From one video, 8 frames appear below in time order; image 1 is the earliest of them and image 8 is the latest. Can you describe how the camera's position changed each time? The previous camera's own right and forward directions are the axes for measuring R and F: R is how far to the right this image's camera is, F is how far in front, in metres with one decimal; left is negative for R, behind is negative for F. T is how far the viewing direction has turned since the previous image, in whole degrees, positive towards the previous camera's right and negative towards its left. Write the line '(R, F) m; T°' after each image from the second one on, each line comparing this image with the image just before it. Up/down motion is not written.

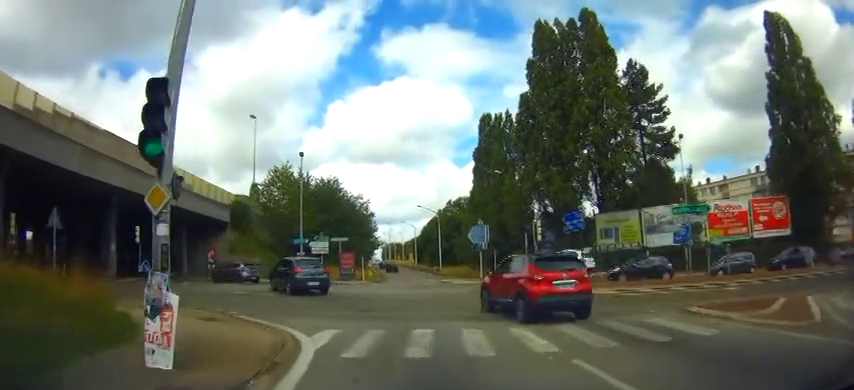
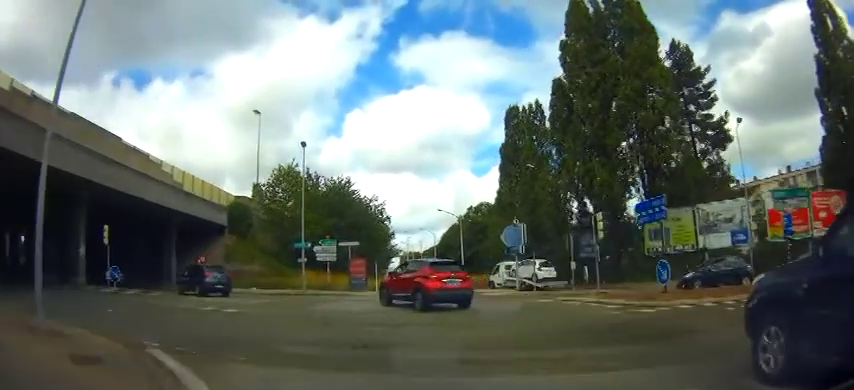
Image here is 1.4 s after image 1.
(0.0, +4.2) m; 0°
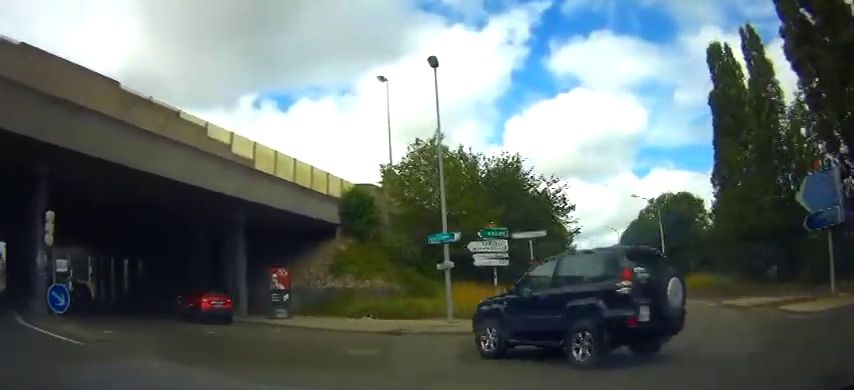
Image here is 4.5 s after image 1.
(-1.5, +12.7) m; -24°
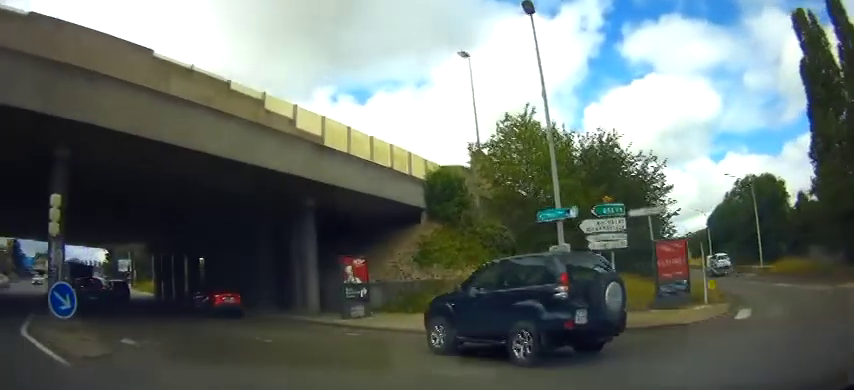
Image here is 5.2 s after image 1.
(-0.3, +3.5) m; -11°
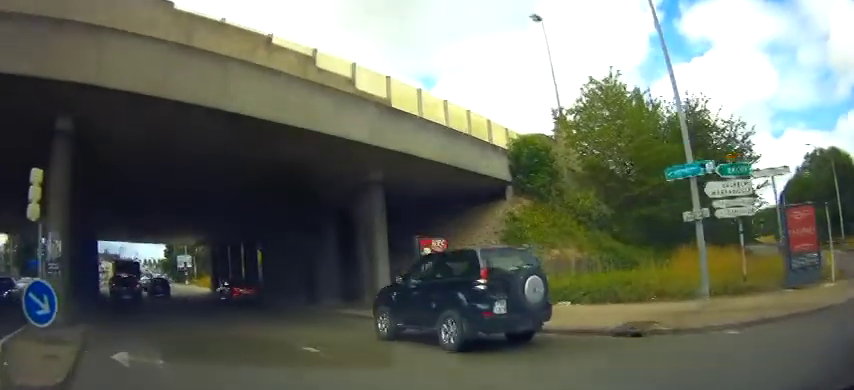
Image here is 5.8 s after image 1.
(0.0, +3.4) m; -10°
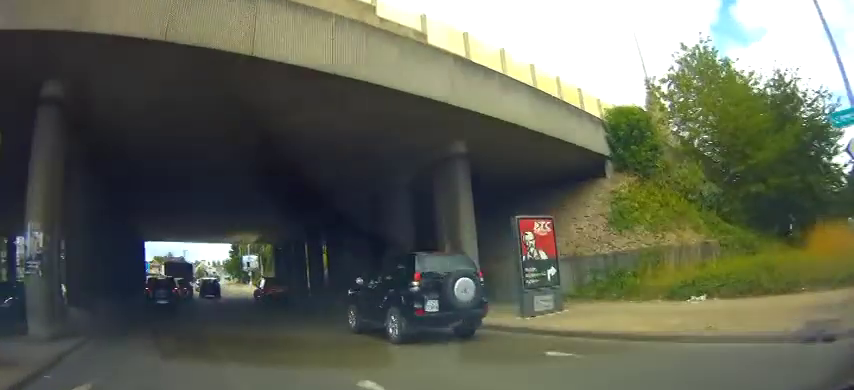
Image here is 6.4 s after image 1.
(-0.6, +3.5) m; -11°
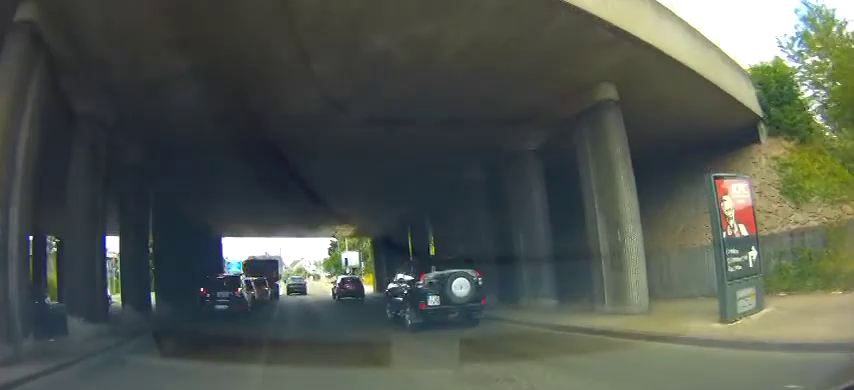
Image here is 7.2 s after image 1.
(-0.5, +4.6) m; -6°
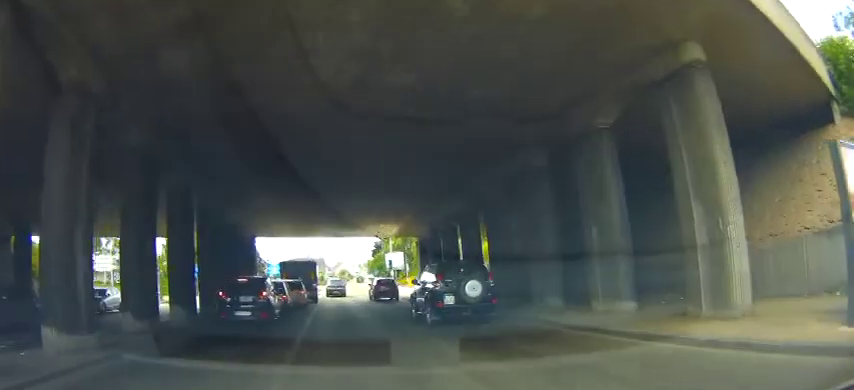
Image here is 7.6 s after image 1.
(-0.2, +2.5) m; -1°
